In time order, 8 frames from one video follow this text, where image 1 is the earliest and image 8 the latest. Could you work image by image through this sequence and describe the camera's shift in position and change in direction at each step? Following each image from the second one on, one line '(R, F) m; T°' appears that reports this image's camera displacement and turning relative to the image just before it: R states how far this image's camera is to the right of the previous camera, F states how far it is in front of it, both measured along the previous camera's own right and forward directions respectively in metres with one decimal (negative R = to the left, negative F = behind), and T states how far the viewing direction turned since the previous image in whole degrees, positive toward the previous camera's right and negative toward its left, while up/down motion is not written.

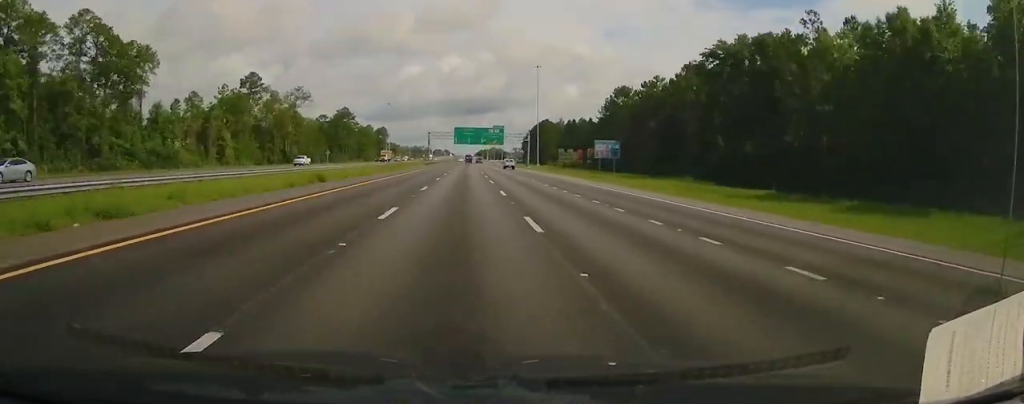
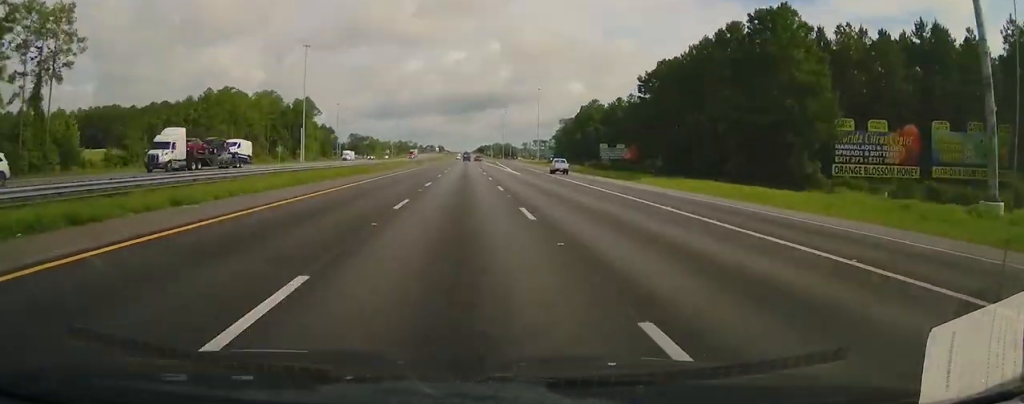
(+0.3, +192.6) m; 0°
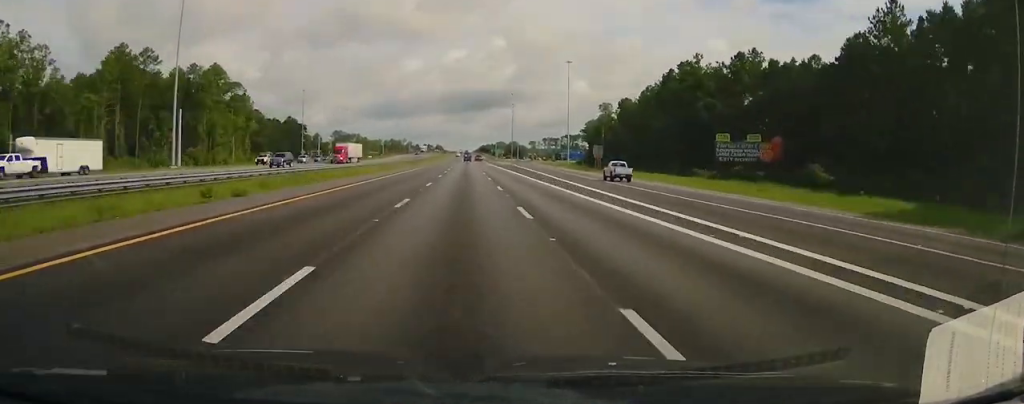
(+0.5, +84.3) m; 0°
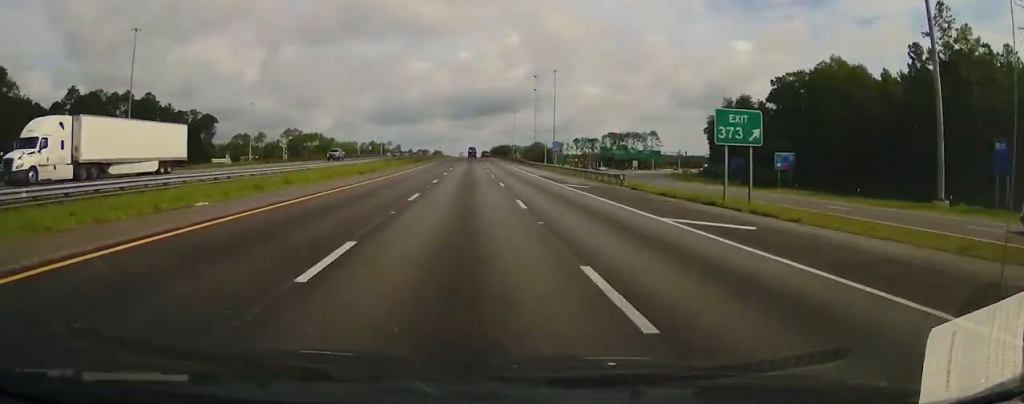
(-0.9, +168.1) m; 0°
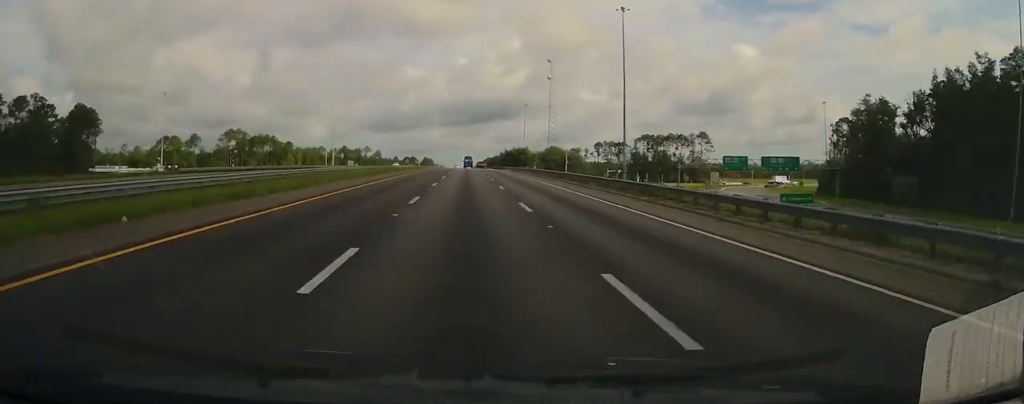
(+0.8, +98.4) m; 0°
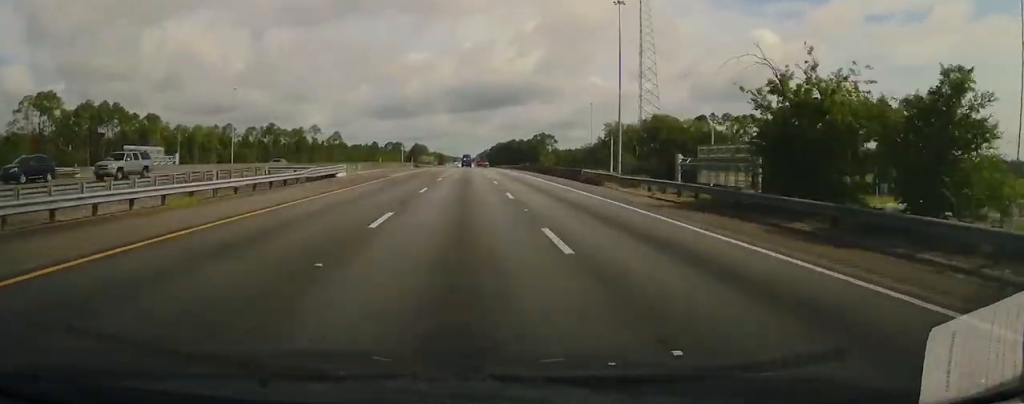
(-1.4, +166.8) m; -1°
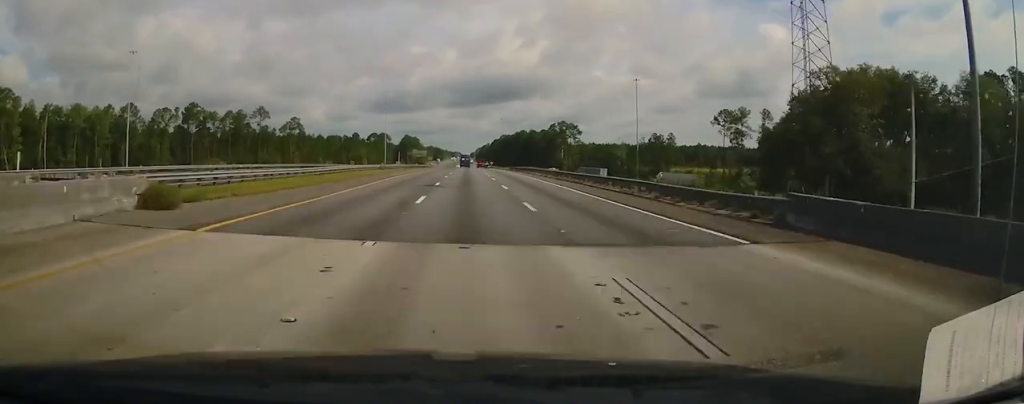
(0.0, +78.7) m; 0°
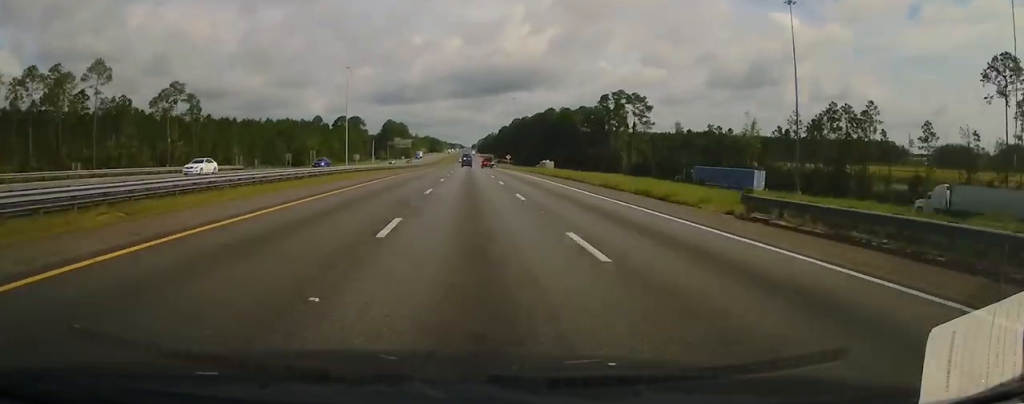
(+0.1, +107.1) m; 0°
